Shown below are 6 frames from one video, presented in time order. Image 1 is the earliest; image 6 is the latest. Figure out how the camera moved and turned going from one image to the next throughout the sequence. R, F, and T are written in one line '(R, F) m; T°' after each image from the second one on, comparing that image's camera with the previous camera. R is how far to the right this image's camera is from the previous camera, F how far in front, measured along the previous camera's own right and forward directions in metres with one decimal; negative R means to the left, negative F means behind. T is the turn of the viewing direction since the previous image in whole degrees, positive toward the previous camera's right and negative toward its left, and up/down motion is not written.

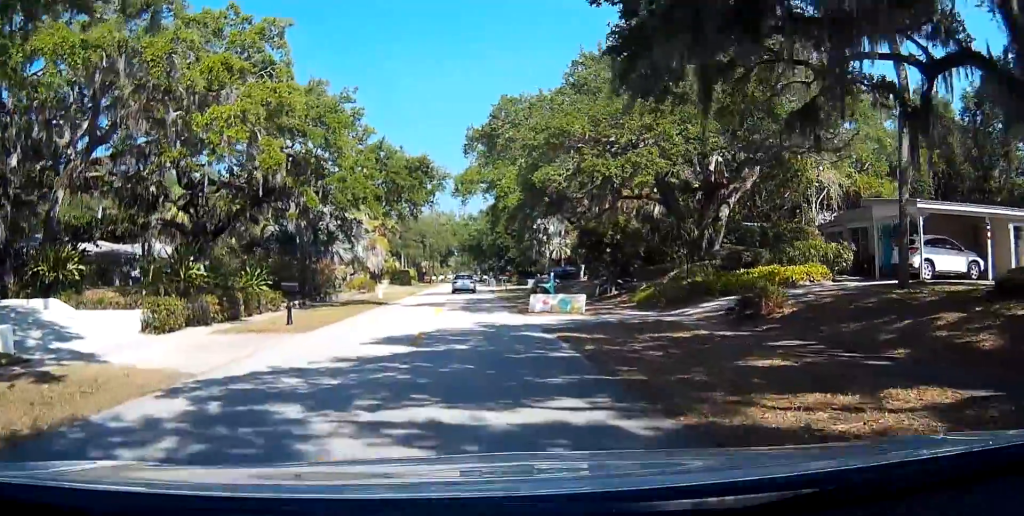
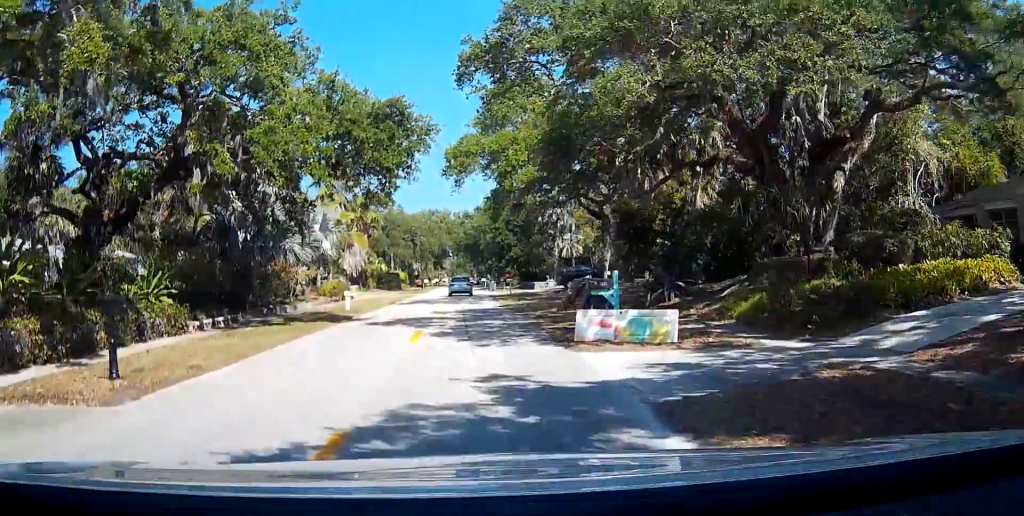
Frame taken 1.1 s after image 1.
(-0.1, +11.1) m; -1°
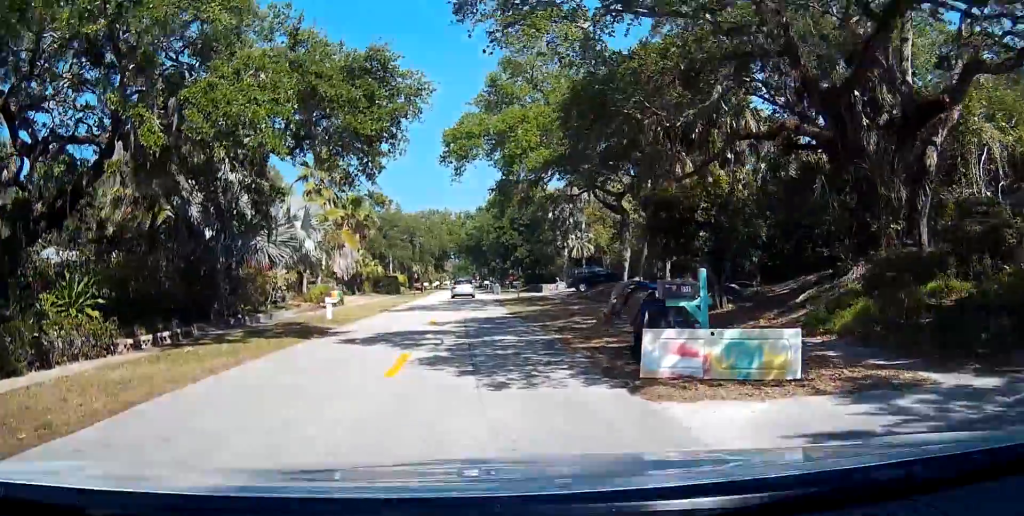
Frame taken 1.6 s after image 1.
(0.0, +4.9) m; 0°
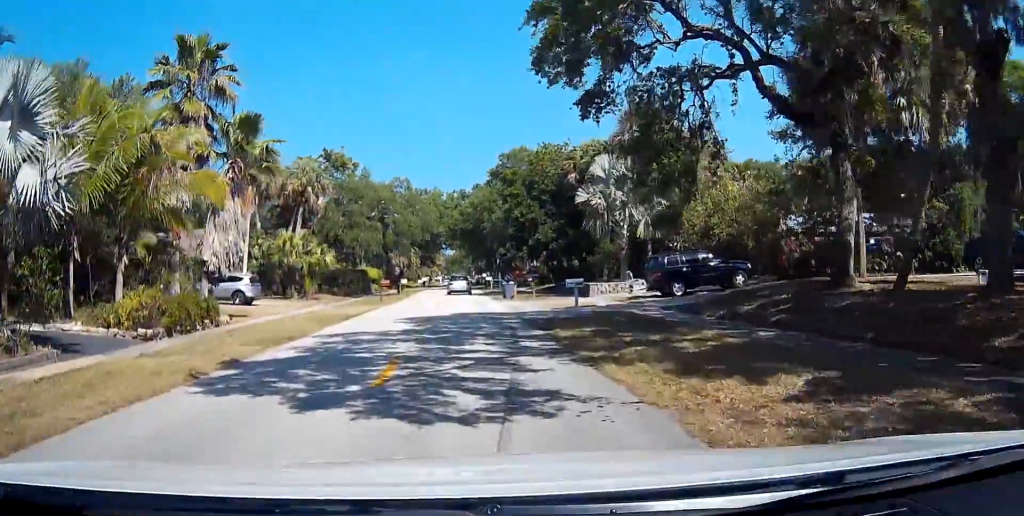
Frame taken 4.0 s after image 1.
(+0.3, +24.1) m; +3°
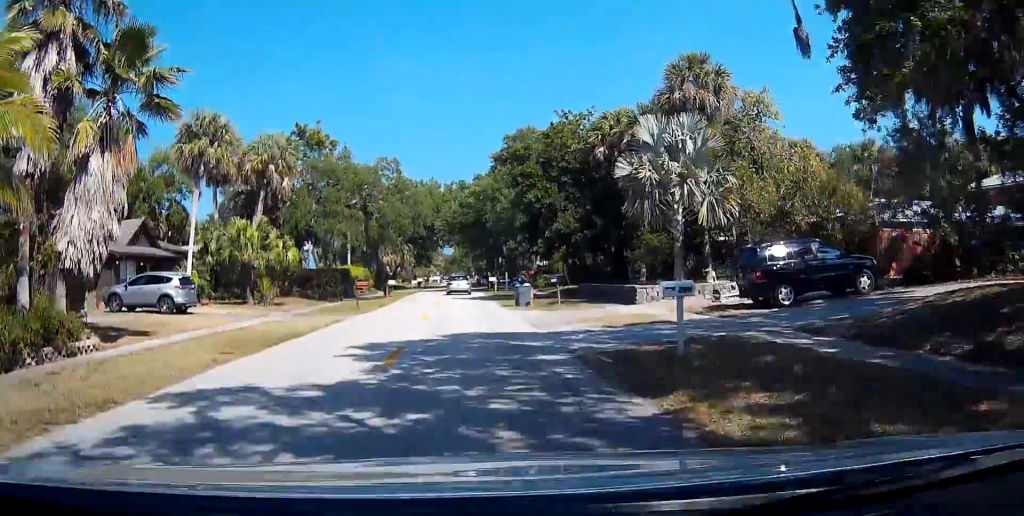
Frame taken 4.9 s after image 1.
(+0.2, +9.7) m; +1°
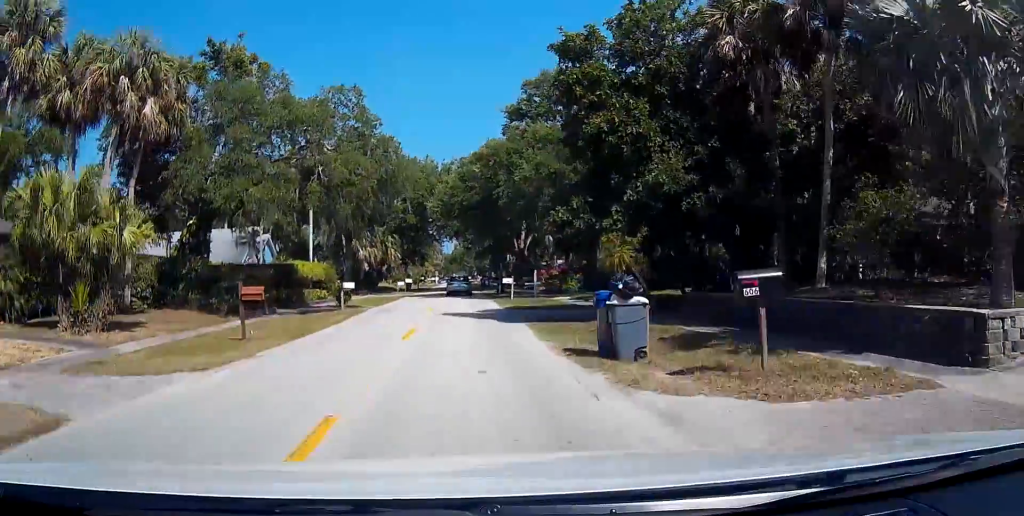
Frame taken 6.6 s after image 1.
(-0.2, +19.9) m; -1°
